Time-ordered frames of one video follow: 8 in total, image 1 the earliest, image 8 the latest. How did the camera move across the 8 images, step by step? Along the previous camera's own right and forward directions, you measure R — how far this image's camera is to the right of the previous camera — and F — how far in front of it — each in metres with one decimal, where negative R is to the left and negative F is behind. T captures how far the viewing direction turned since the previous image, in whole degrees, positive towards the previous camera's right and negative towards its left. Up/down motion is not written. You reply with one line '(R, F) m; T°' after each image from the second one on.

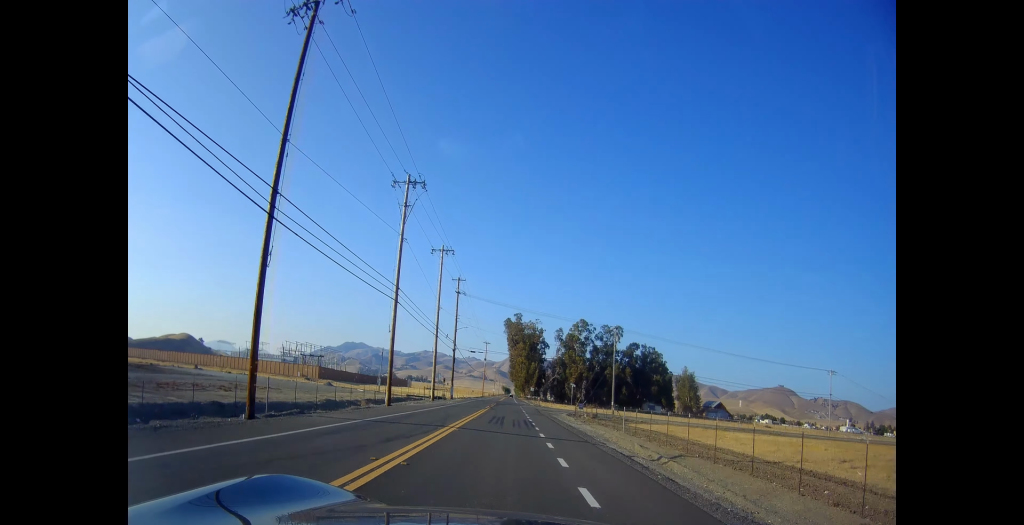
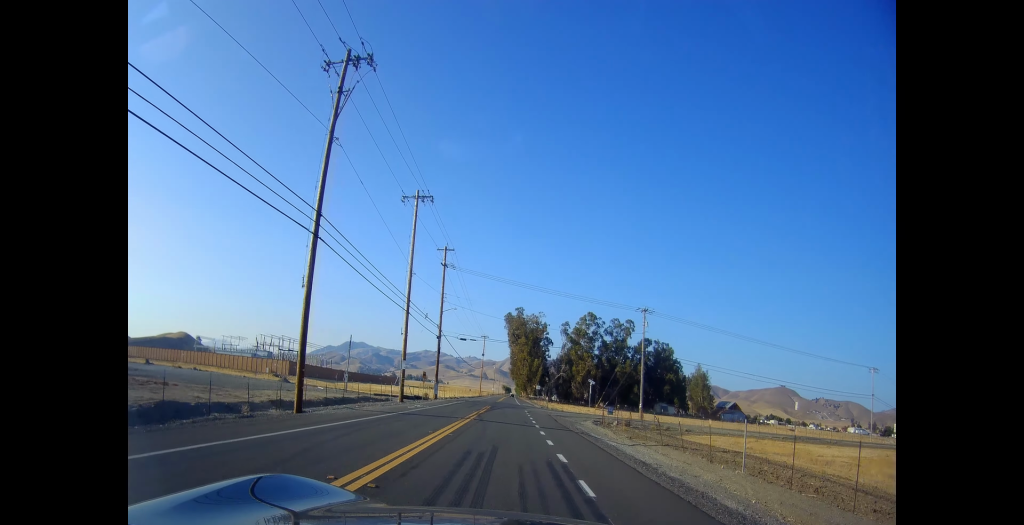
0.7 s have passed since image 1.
(-0.1, +17.2) m; 0°
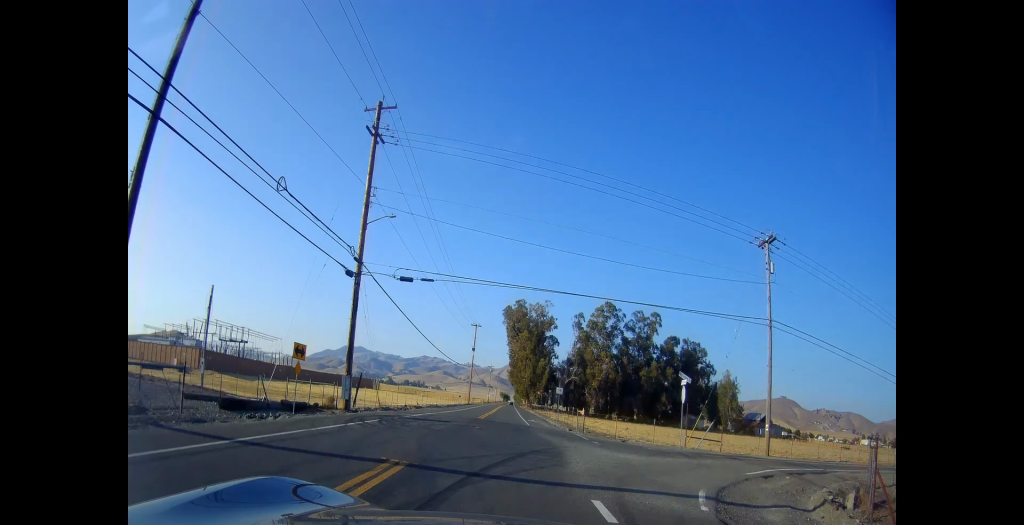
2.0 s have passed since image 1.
(+0.5, +33.4) m; +1°
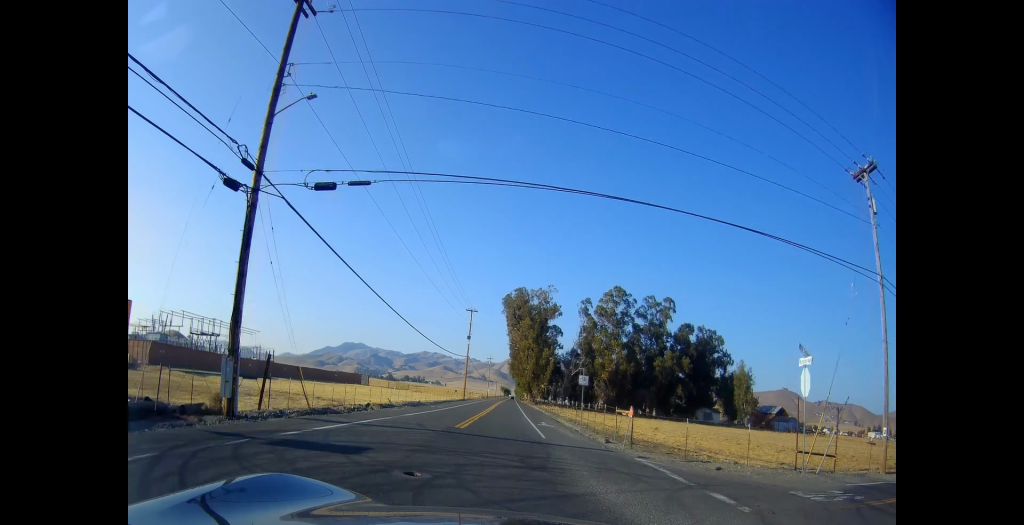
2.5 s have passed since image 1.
(0.0, +13.0) m; 0°
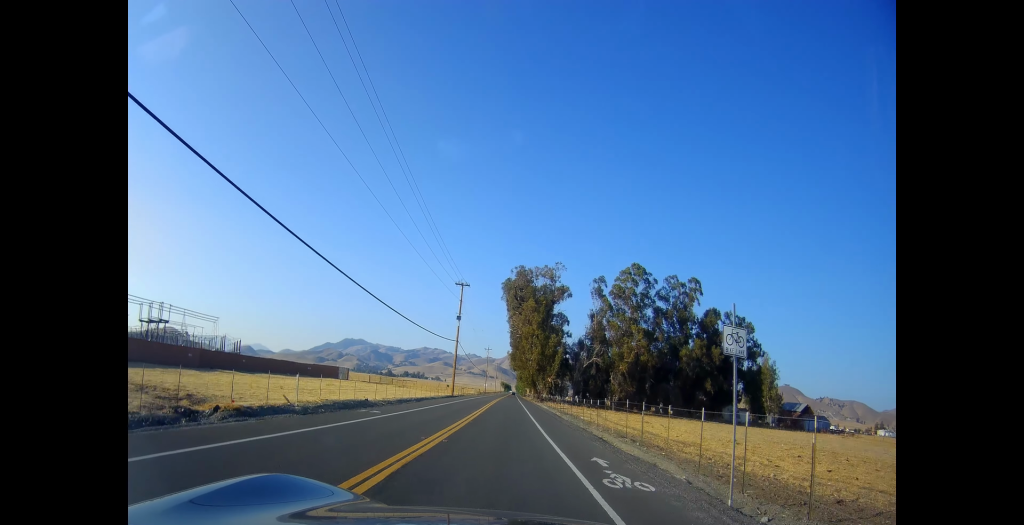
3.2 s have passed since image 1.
(0.0, +19.5) m; 0°
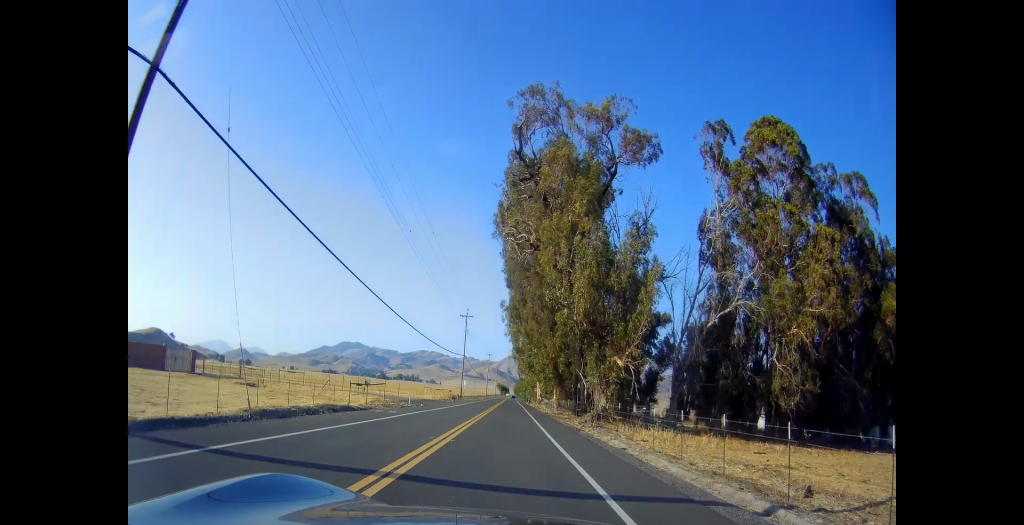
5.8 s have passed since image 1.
(0.0, +68.2) m; 0°
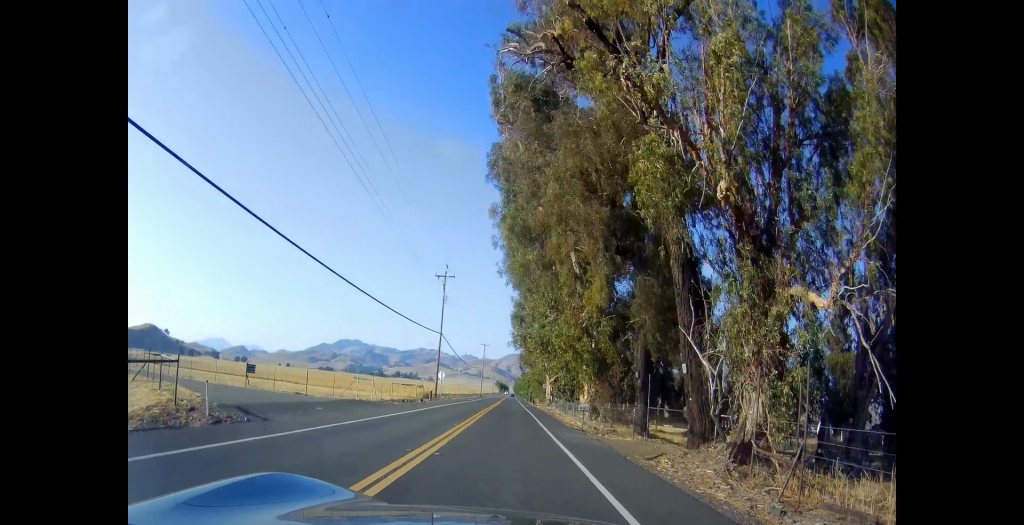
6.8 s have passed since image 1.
(0.0, +25.8) m; 0°
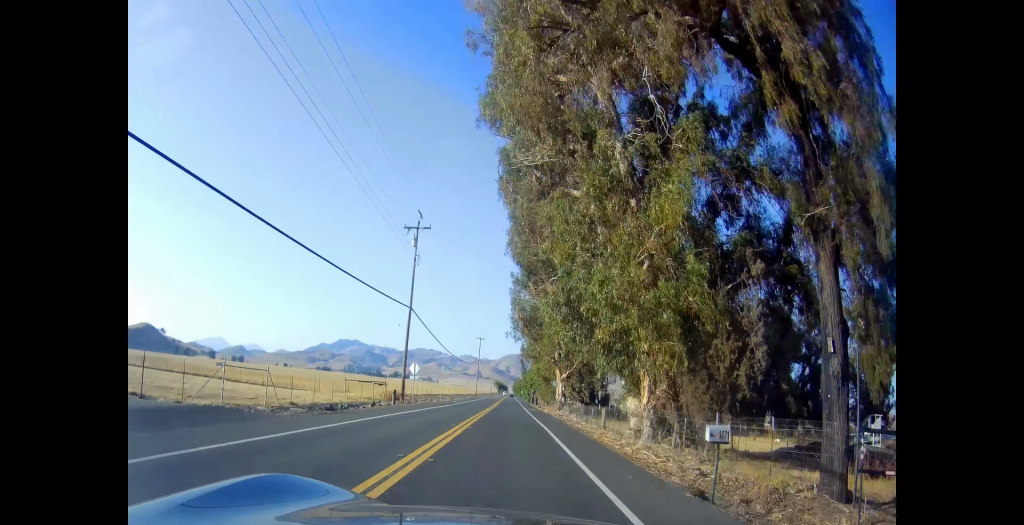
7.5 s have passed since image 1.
(0.0, +16.1) m; 0°
